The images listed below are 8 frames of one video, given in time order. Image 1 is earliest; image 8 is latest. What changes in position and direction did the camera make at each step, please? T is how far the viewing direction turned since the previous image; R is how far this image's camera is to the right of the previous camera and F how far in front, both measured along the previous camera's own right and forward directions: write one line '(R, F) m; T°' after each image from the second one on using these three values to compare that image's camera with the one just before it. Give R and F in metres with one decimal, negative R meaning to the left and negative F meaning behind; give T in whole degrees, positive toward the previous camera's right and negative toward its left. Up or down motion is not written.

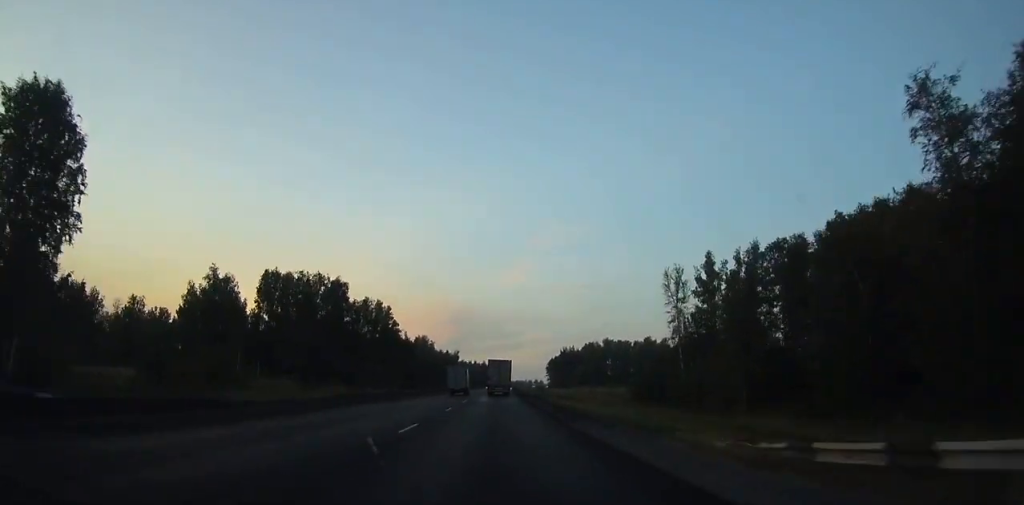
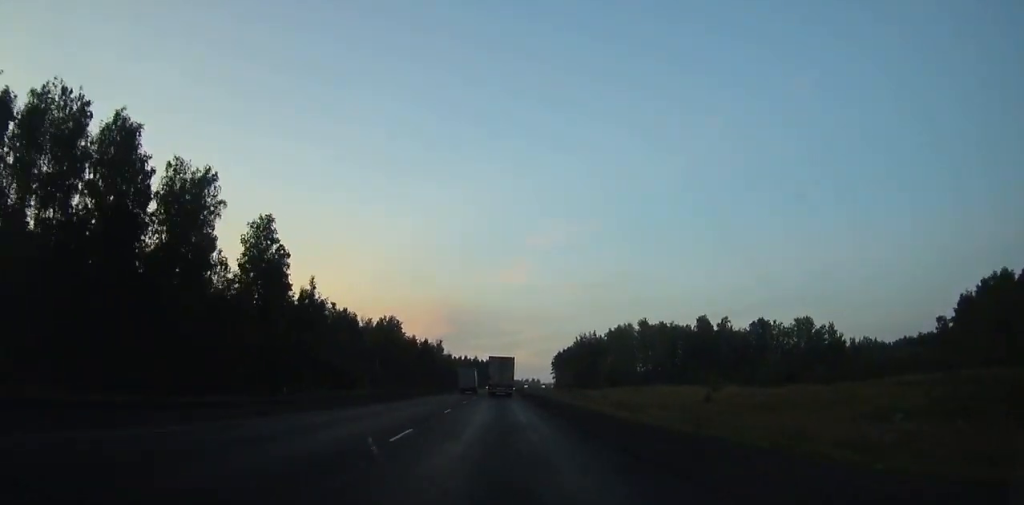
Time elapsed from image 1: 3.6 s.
(+0.6, +74.6) m; +1°
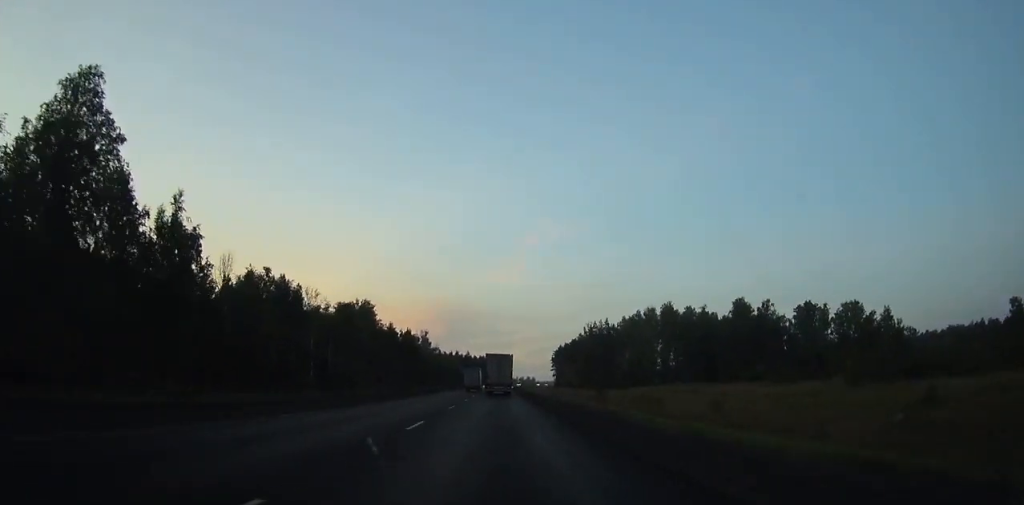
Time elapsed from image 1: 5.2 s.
(+0.4, +33.1) m; +1°
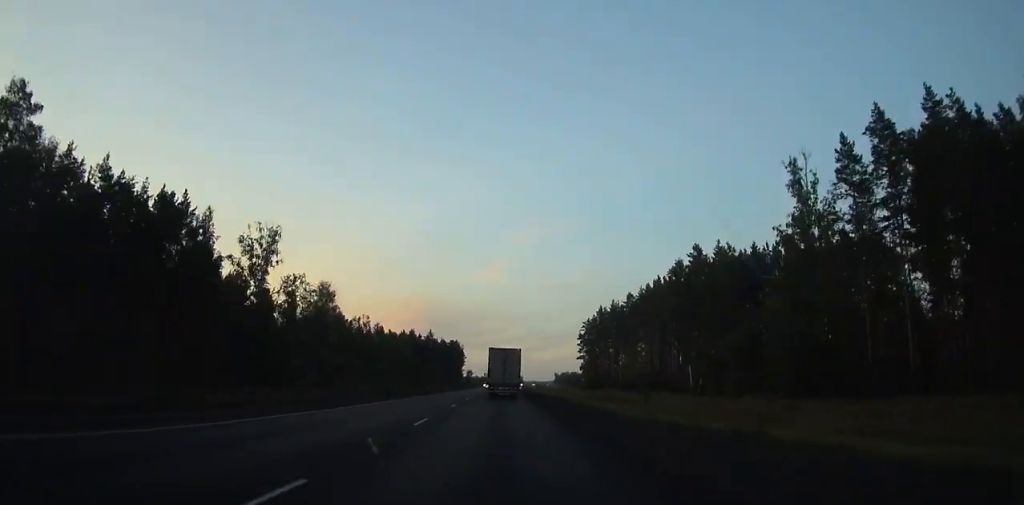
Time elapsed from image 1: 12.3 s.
(+1.5, +145.6) m; +1°
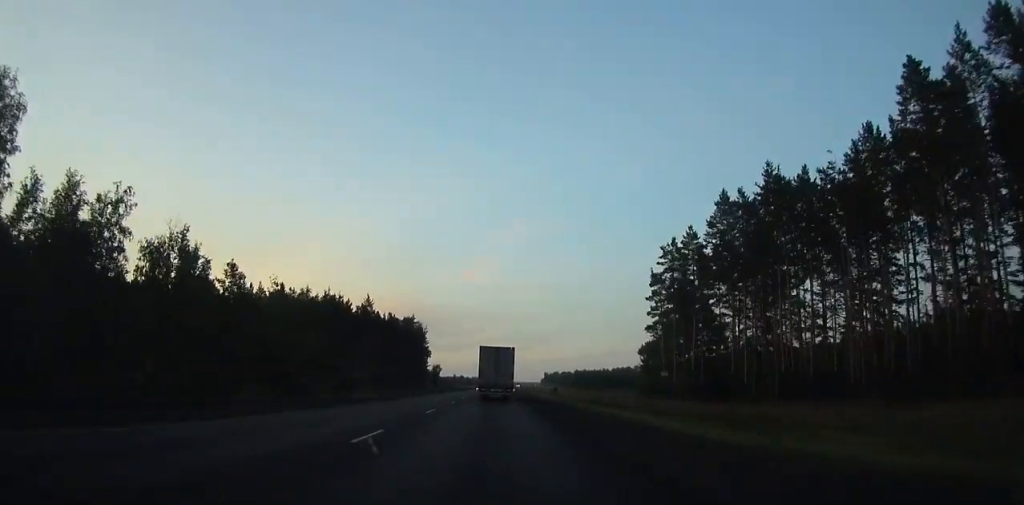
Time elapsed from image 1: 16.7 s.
(+1.1, +89.4) m; +1°
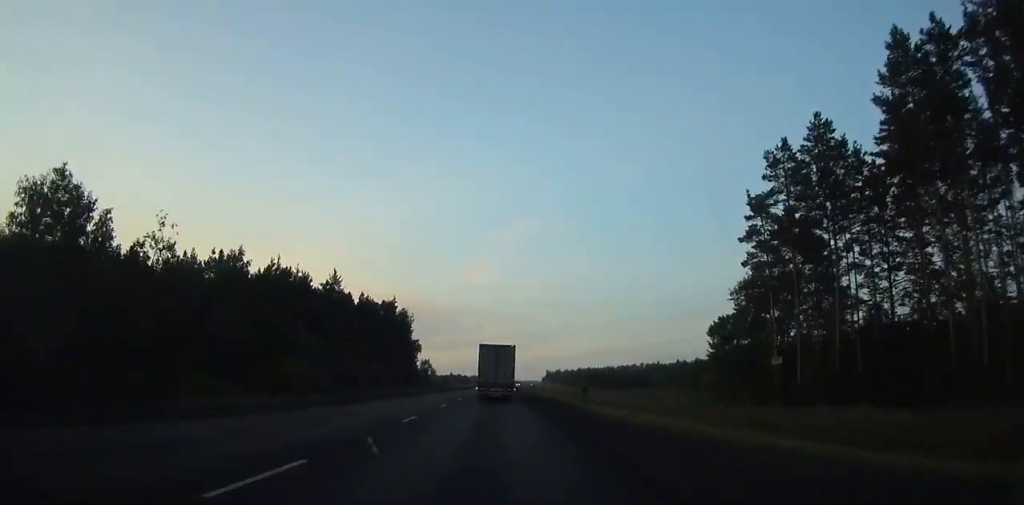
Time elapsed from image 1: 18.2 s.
(+0.1, +30.4) m; 0°
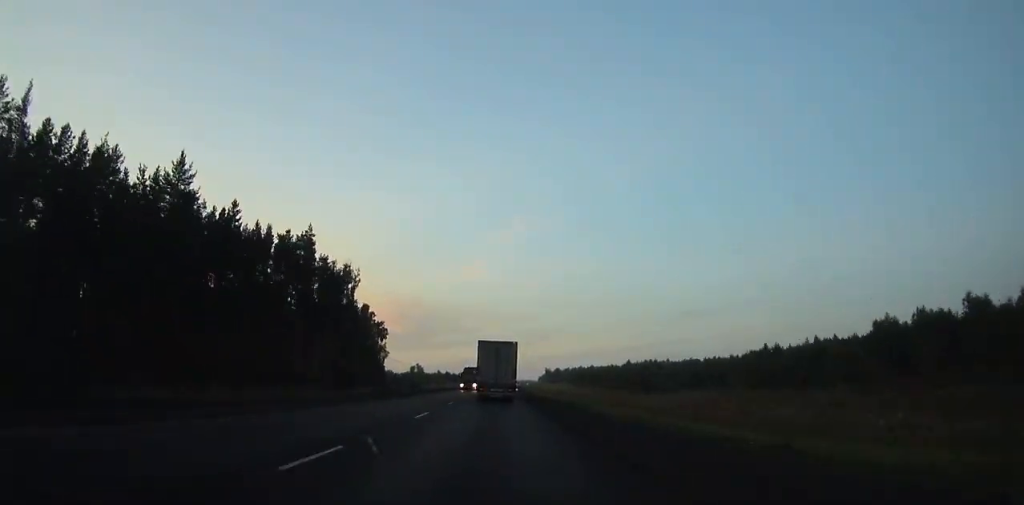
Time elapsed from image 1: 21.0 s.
(+0.2, +56.6) m; 0°
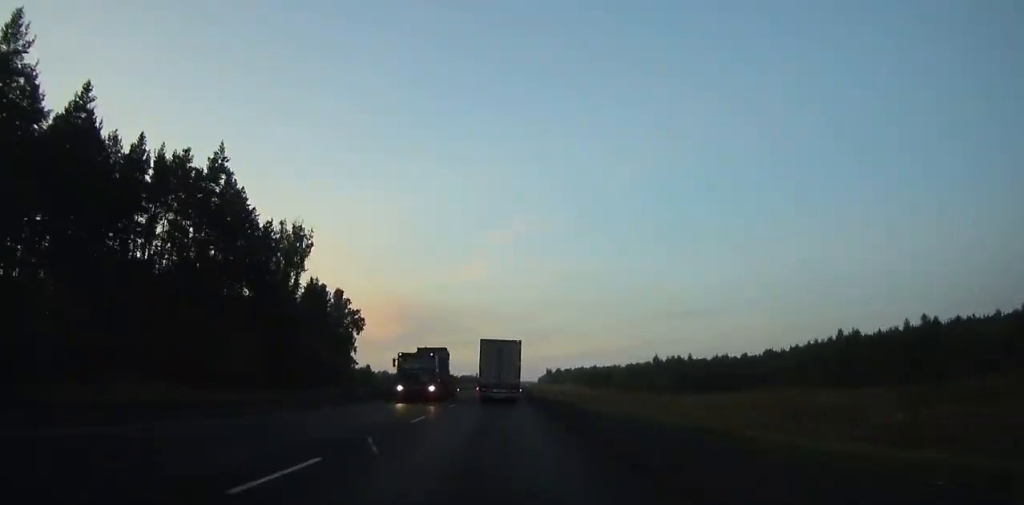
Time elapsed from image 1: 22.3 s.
(0.0, +26.1) m; 0°
